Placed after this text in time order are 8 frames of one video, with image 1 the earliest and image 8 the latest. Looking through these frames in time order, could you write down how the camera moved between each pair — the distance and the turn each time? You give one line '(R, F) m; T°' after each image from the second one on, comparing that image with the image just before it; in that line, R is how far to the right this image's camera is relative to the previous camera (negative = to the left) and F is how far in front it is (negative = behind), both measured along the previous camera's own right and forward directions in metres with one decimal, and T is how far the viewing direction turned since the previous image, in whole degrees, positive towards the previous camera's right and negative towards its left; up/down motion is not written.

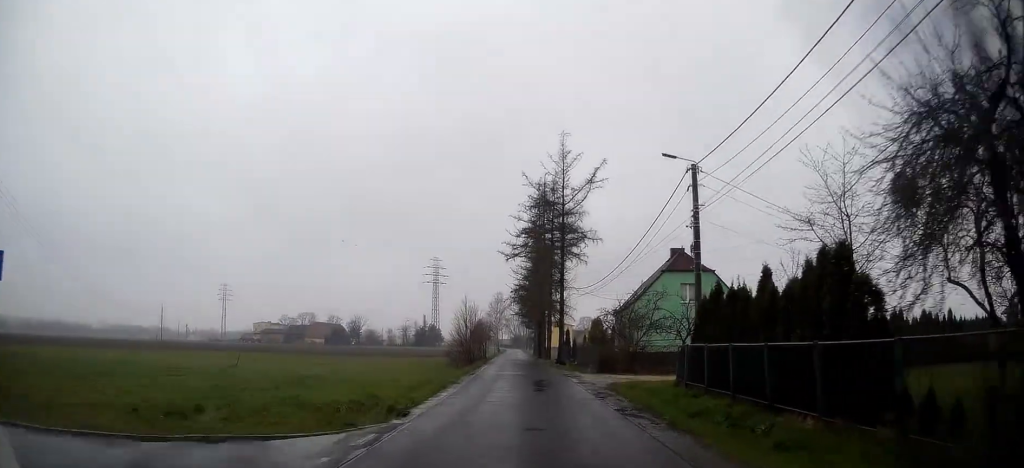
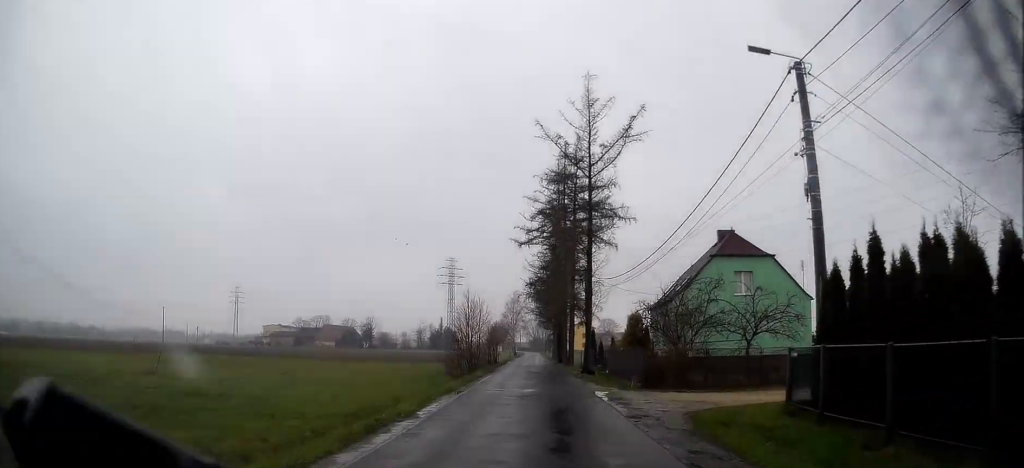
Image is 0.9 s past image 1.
(-0.1, +9.7) m; 0°
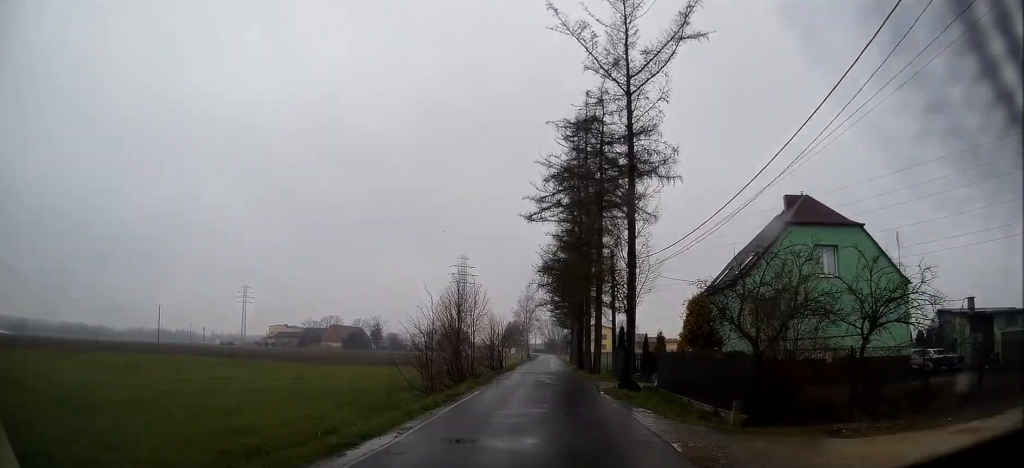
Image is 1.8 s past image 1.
(+0.1, +10.5) m; -1°
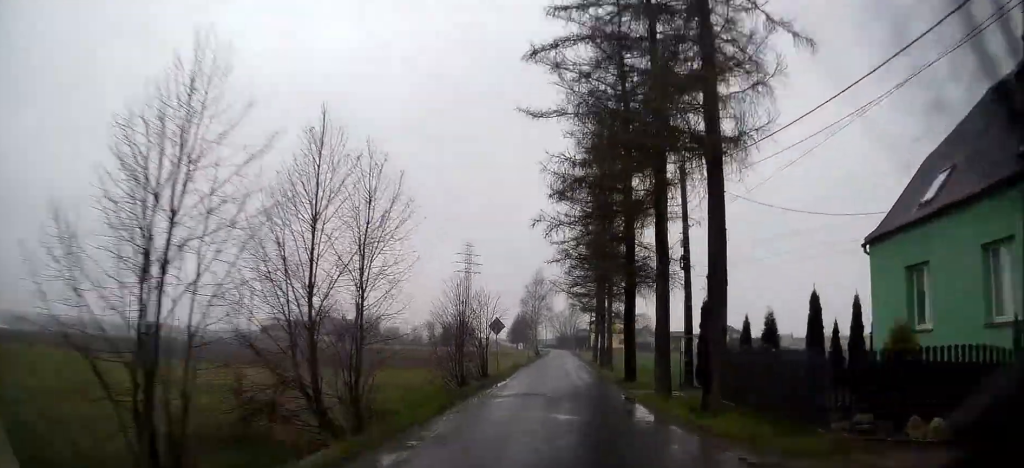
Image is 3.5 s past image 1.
(-0.5, +19.9) m; -1°
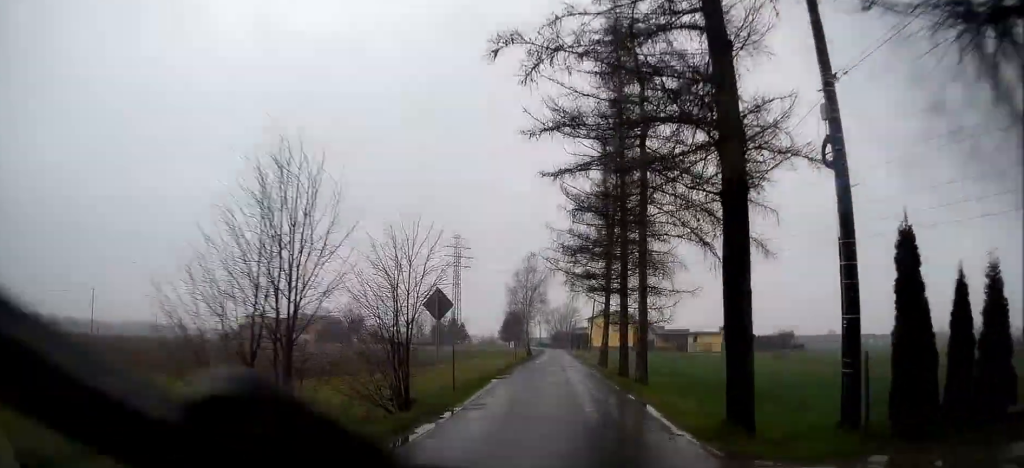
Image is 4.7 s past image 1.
(0.0, +13.5) m; 0°
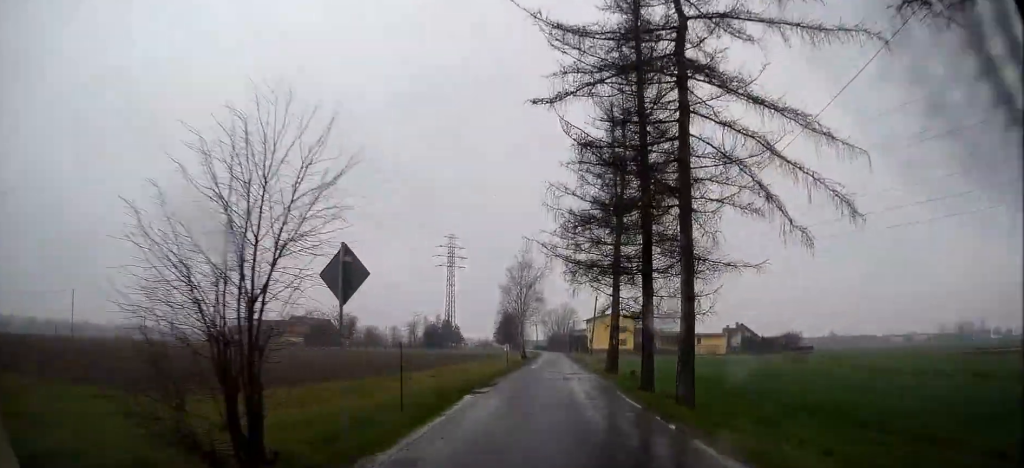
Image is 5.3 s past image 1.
(0.0, +6.5) m; 0°
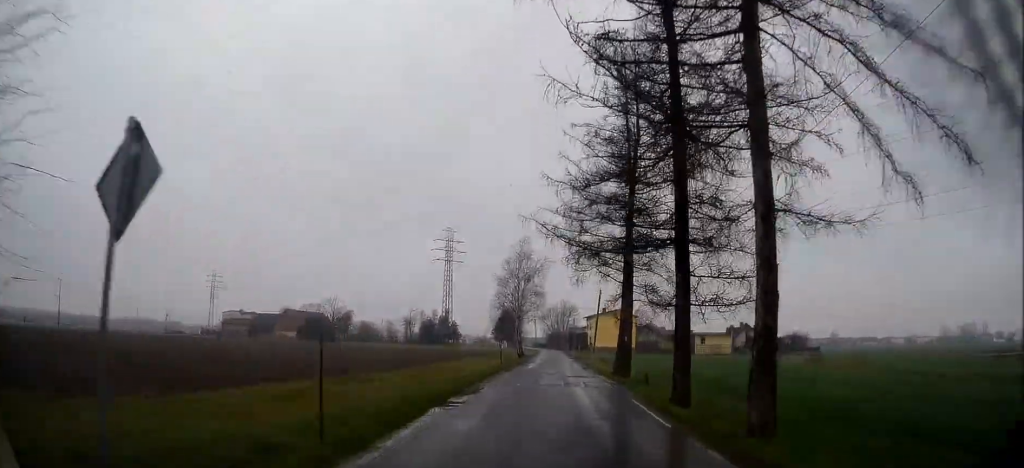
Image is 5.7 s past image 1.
(0.0, +4.5) m; 0°
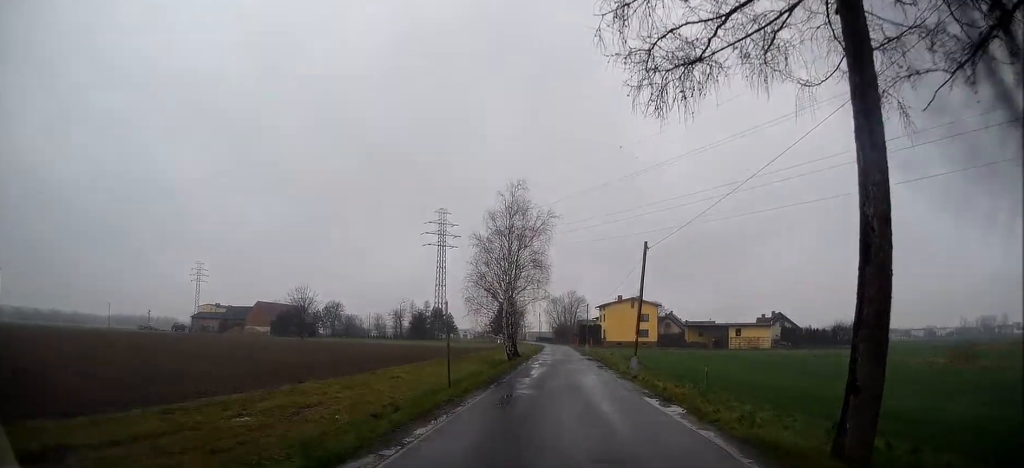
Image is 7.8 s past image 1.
(-0.1, +22.0) m; -2°
